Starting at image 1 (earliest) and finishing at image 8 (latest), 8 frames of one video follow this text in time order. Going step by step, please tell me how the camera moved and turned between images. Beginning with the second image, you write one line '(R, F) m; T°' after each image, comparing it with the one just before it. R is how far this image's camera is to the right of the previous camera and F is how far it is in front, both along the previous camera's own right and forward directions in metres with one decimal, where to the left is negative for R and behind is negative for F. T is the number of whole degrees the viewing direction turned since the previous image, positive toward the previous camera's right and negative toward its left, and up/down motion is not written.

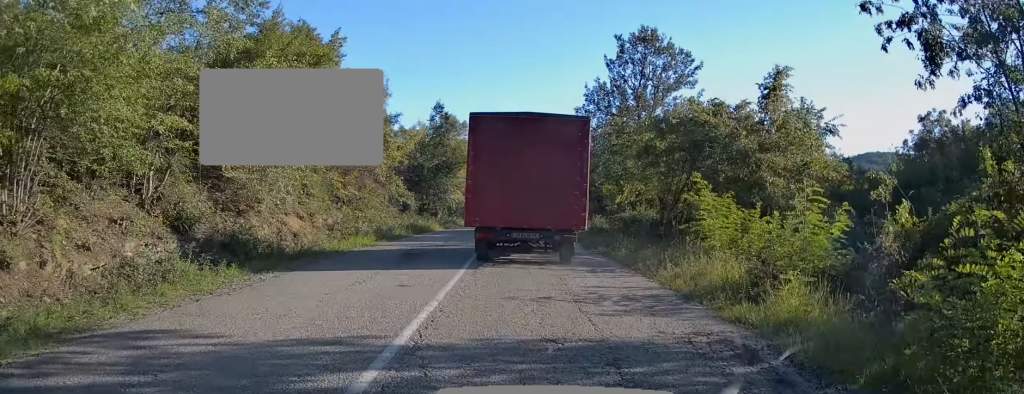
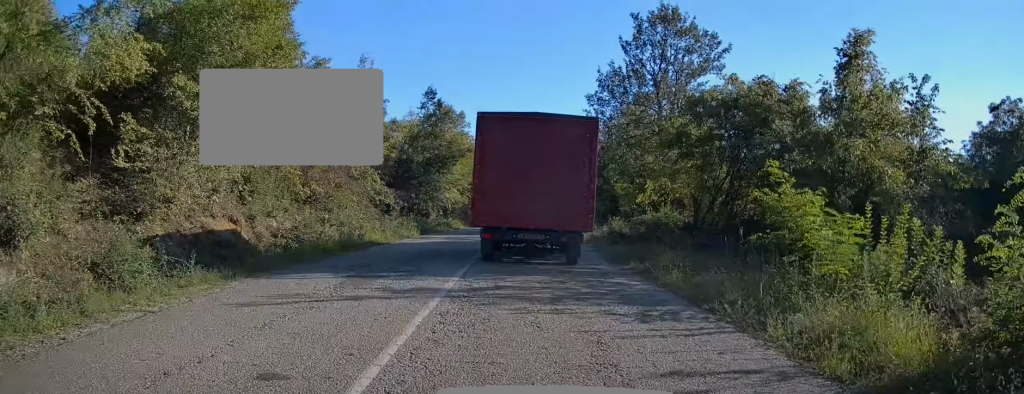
(0.0, +5.0) m; 0°
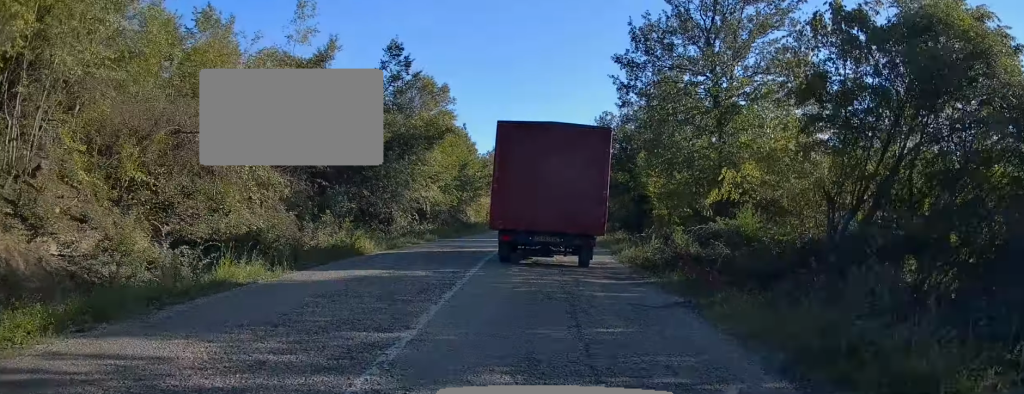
(0.0, +10.3) m; -1°
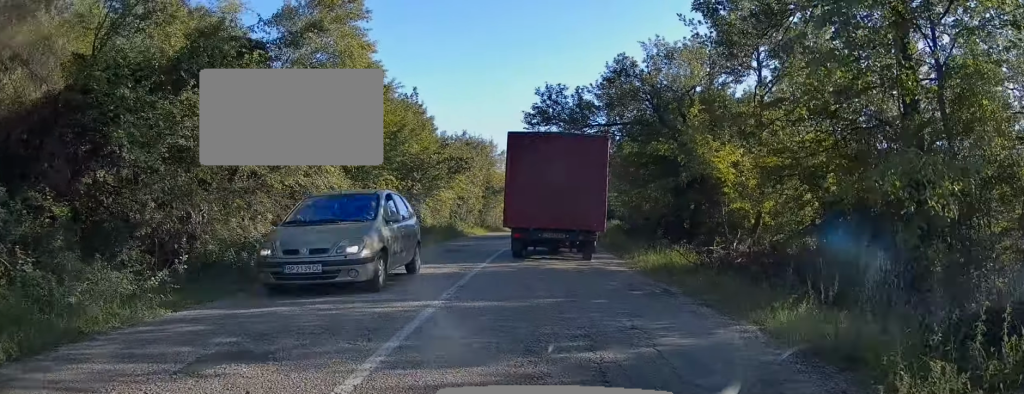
(+0.4, +13.9) m; +4°
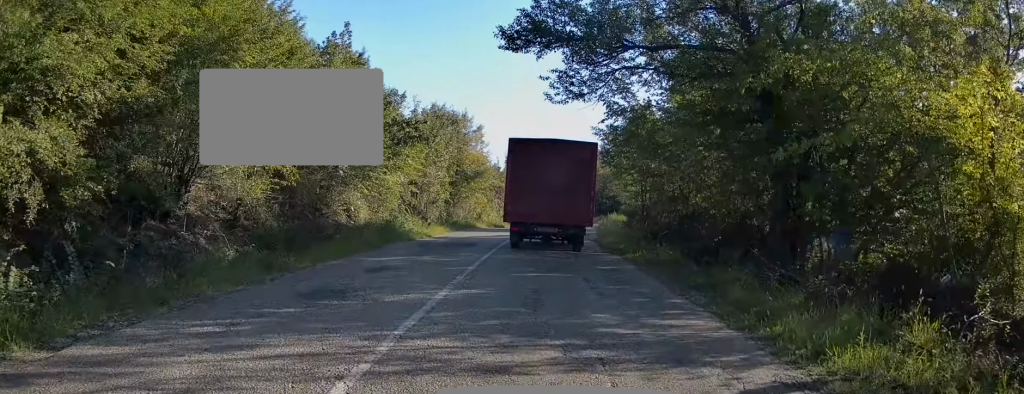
(+0.1, +10.8) m; 0°
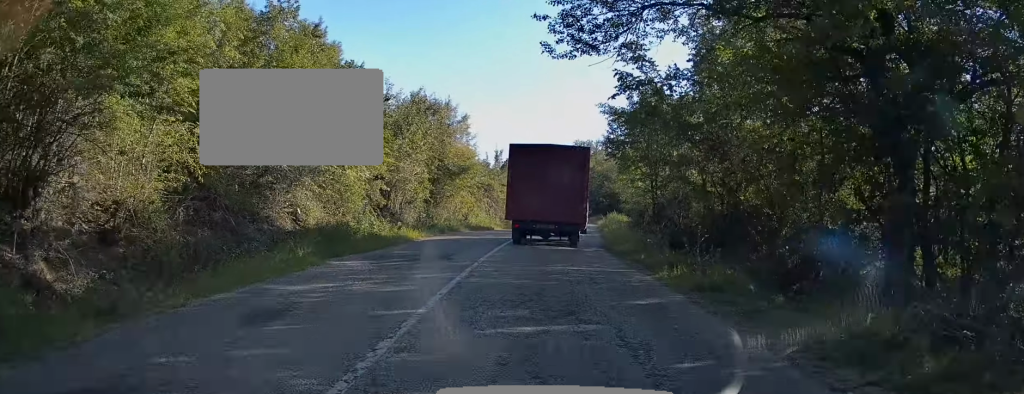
(0.0, +4.9) m; 0°
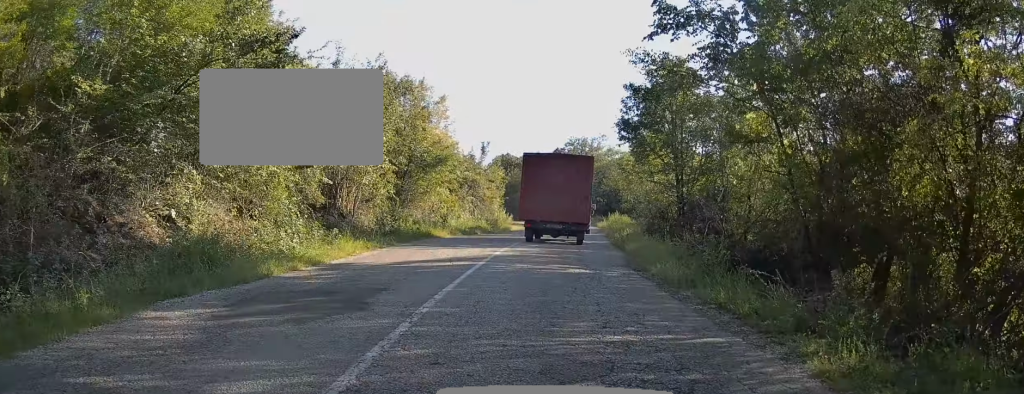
(0.0, +6.9) m; +1°
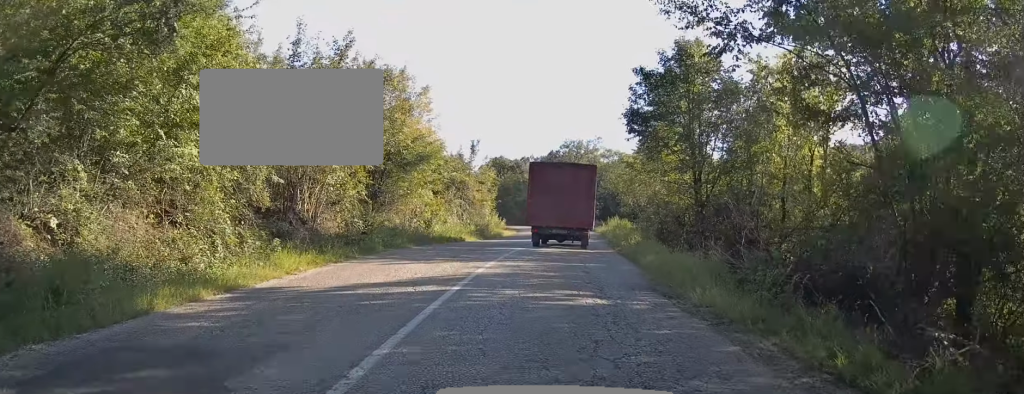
(0.0, +3.5) m; +1°
